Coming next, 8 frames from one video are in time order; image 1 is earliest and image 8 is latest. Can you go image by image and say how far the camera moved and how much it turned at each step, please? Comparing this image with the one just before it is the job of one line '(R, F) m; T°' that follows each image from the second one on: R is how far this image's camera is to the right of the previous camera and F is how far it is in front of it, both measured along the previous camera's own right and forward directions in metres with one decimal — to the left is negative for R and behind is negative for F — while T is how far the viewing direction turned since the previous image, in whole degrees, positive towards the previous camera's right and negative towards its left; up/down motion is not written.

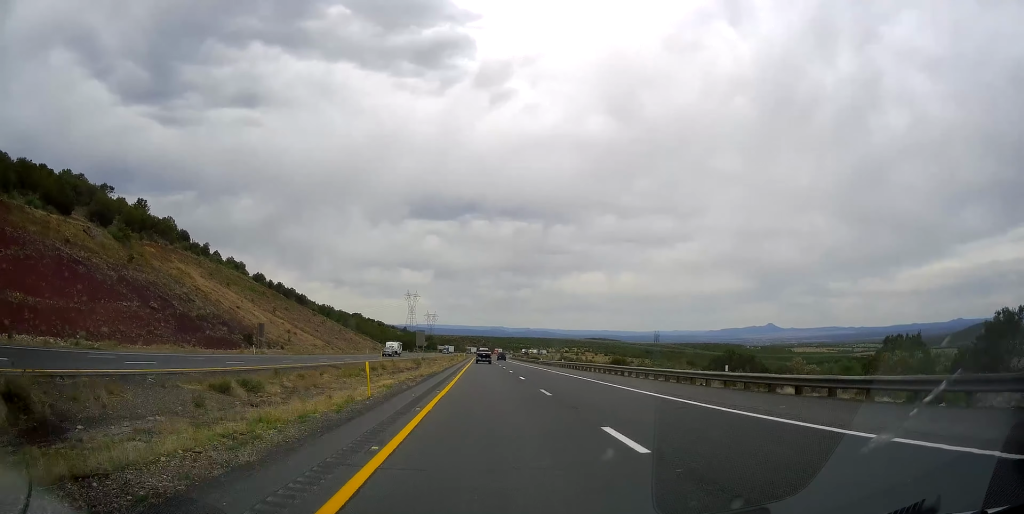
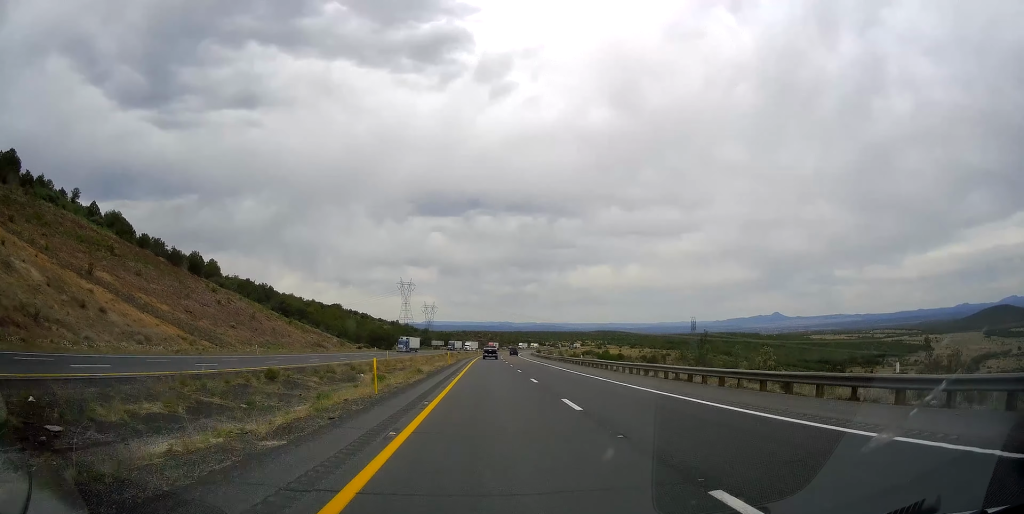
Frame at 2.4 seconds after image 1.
(-0.5, +78.7) m; 0°
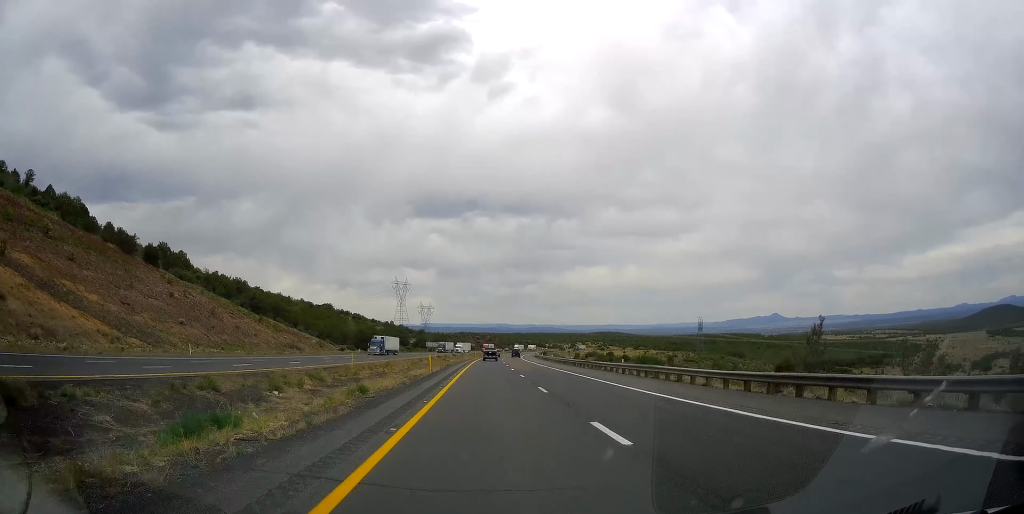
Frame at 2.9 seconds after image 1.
(+0.2, +17.9) m; 0°
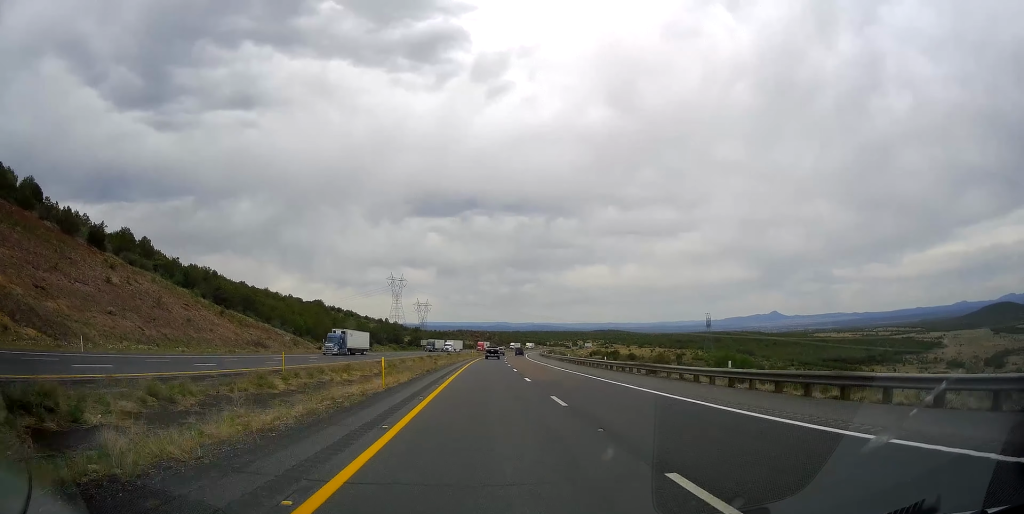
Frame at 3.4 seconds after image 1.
(-0.4, +18.0) m; 0°
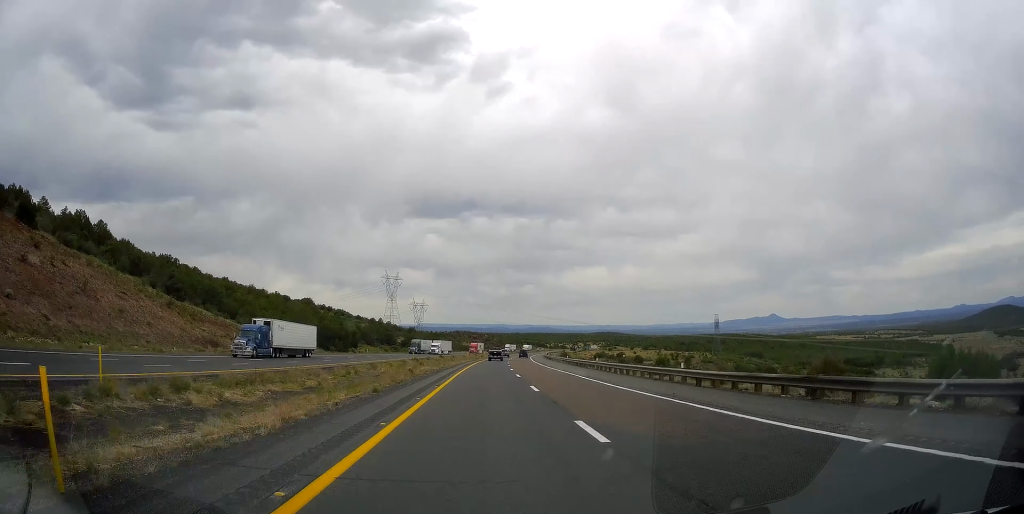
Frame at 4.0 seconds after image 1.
(-0.2, +18.0) m; 0°
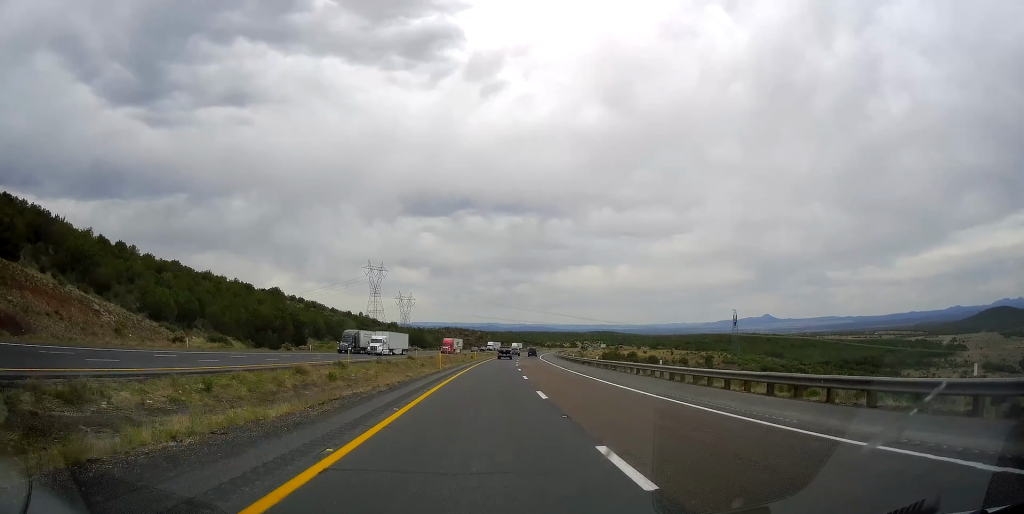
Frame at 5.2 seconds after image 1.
(+0.7, +40.5) m; +1°
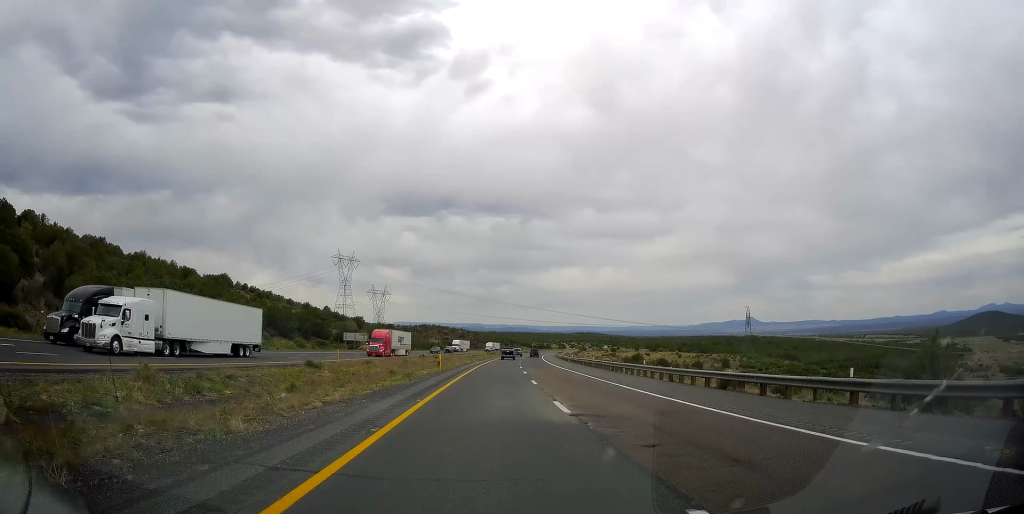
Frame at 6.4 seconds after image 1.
(-0.1, +40.5) m; +1°
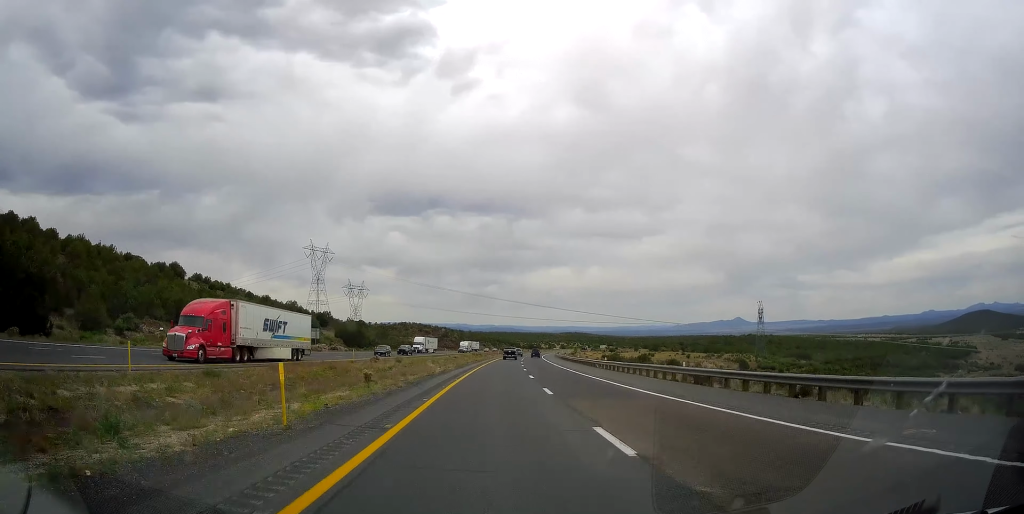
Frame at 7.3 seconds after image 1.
(+0.3, +30.3) m; +1°
